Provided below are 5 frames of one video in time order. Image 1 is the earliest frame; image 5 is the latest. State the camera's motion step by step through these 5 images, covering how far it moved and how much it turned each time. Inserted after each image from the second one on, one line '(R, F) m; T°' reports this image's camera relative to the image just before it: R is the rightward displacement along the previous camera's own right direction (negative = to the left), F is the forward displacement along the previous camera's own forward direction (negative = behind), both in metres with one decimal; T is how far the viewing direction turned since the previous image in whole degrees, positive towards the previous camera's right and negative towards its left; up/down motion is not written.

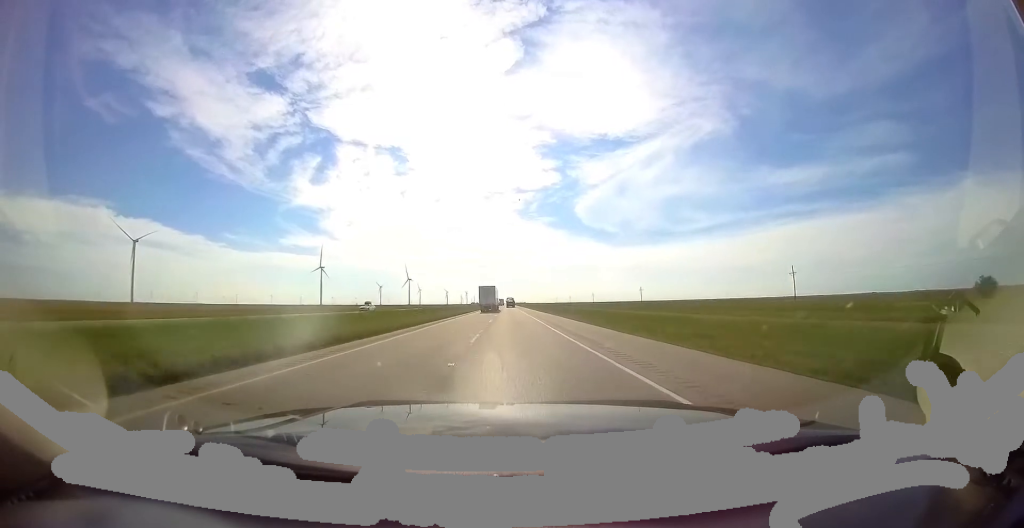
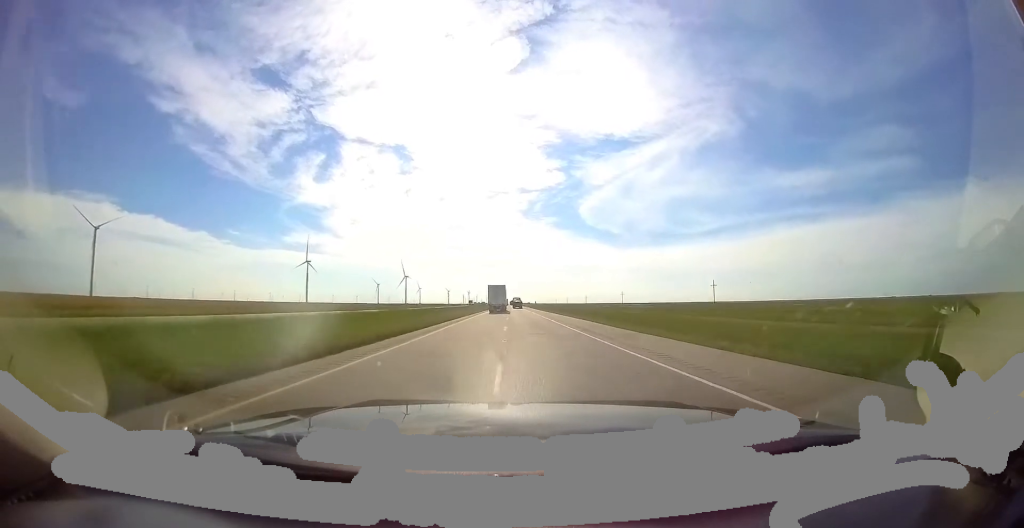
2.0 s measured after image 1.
(-0.7, +67.3) m; -1°
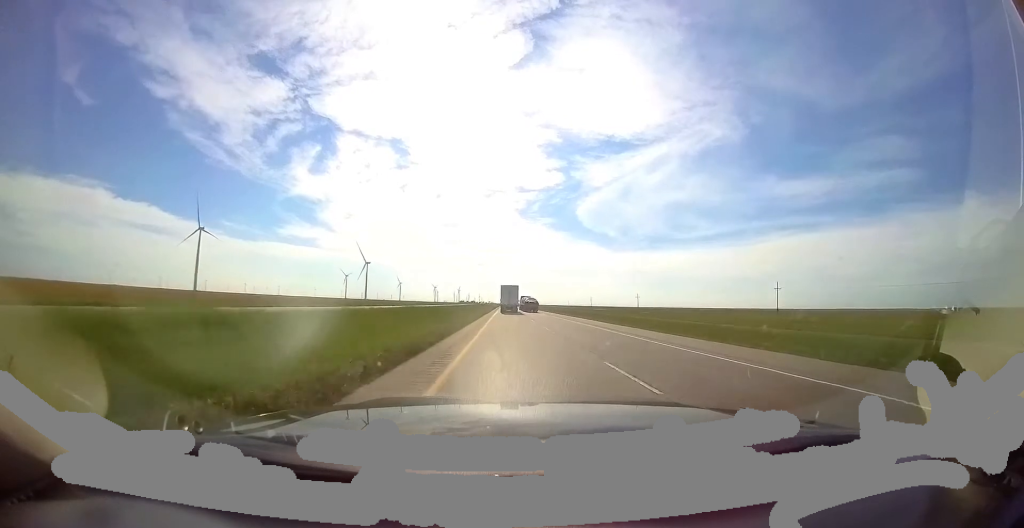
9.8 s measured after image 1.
(+5.1, +255.1) m; 0°
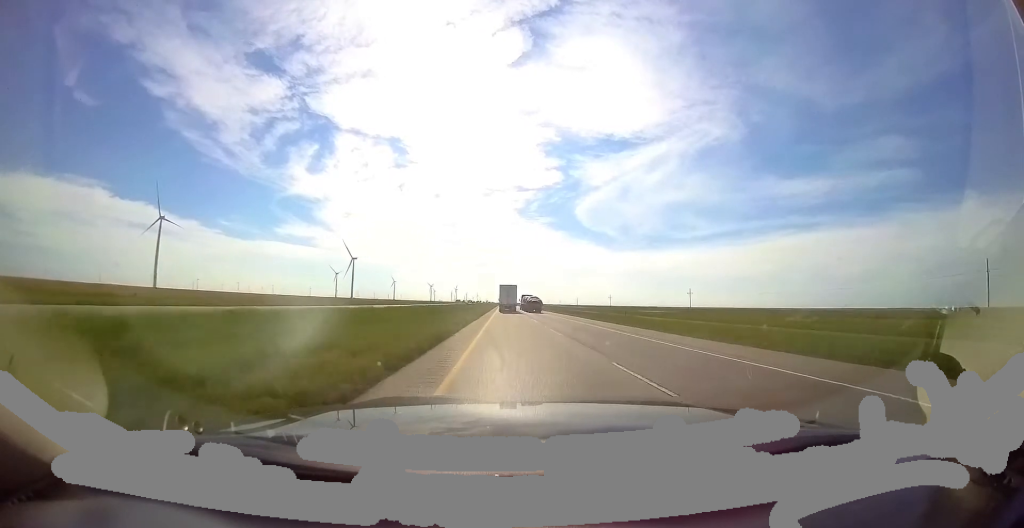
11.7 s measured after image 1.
(-0.9, +62.3) m; 0°
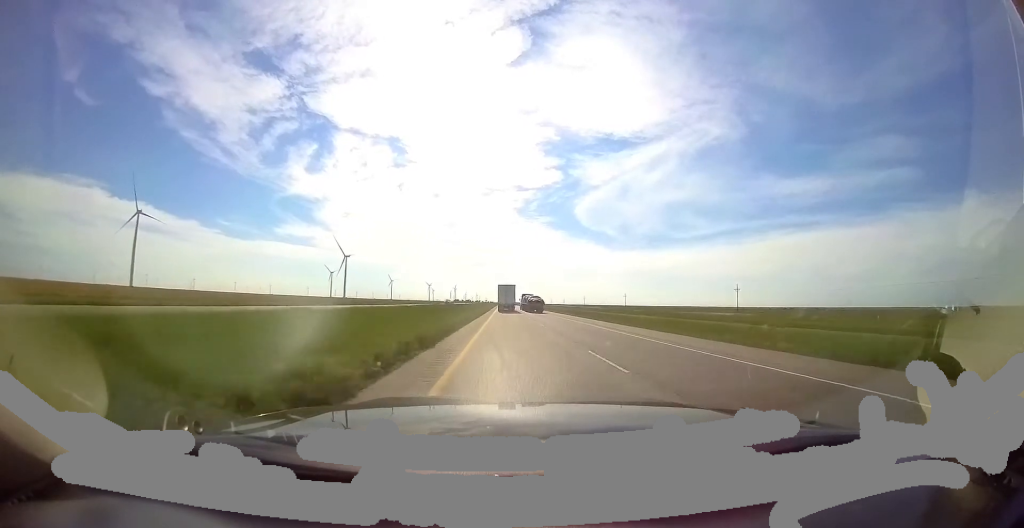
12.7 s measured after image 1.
(+0.4, +32.2) m; +1°
